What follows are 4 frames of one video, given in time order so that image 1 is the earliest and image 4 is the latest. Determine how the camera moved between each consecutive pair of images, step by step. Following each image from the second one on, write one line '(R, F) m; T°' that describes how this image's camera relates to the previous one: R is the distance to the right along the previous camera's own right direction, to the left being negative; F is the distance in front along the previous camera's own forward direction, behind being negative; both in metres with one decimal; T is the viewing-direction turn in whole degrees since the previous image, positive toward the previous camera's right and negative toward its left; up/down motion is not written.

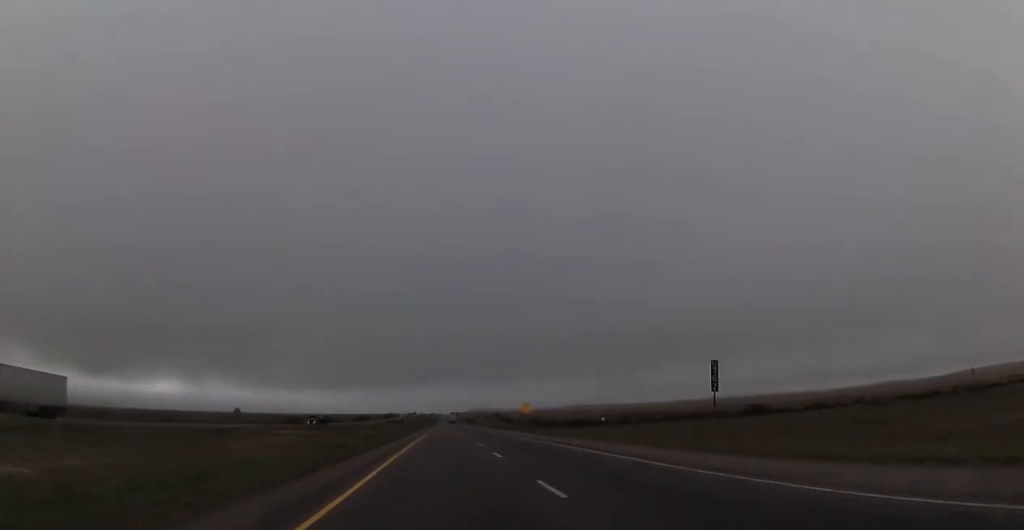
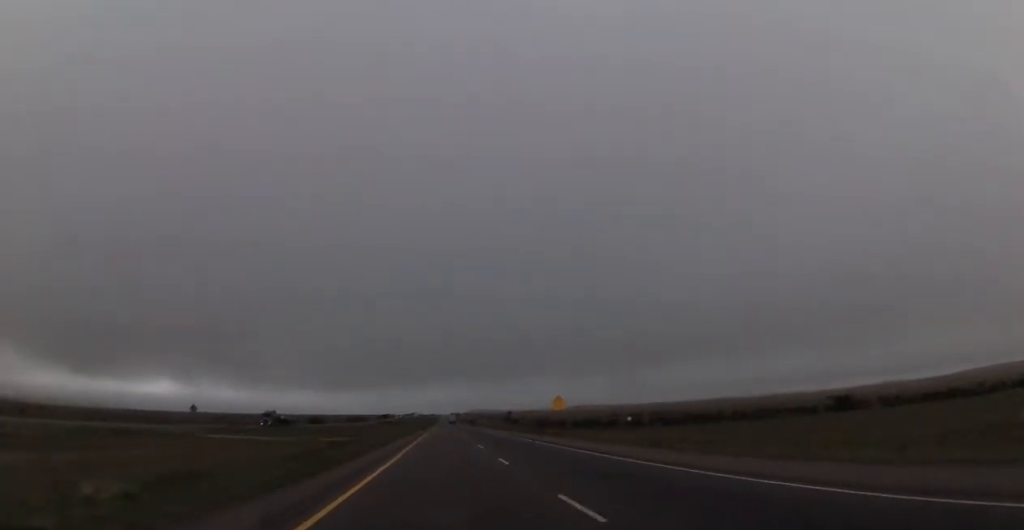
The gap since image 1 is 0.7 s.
(+0.1, +27.0) m; 0°
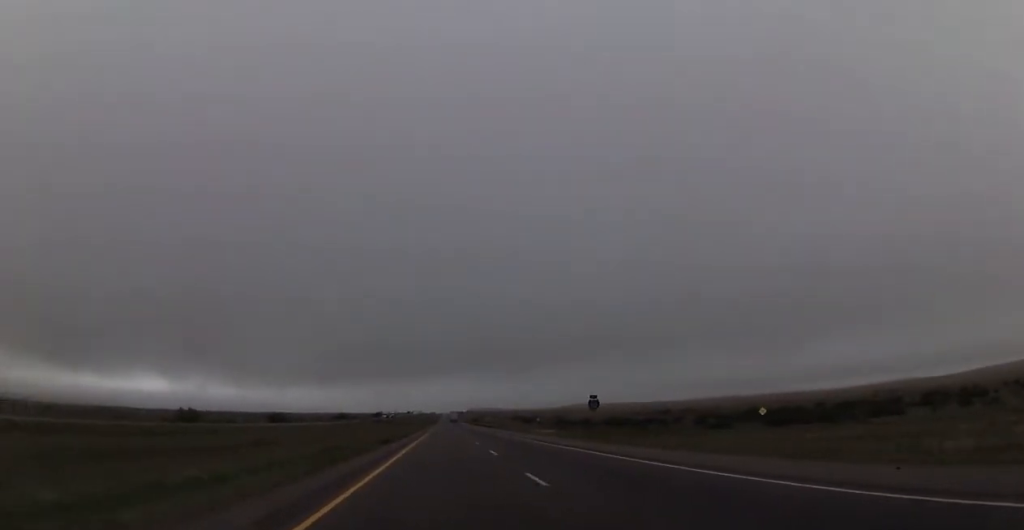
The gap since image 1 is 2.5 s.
(-0.2, +68.0) m; -1°
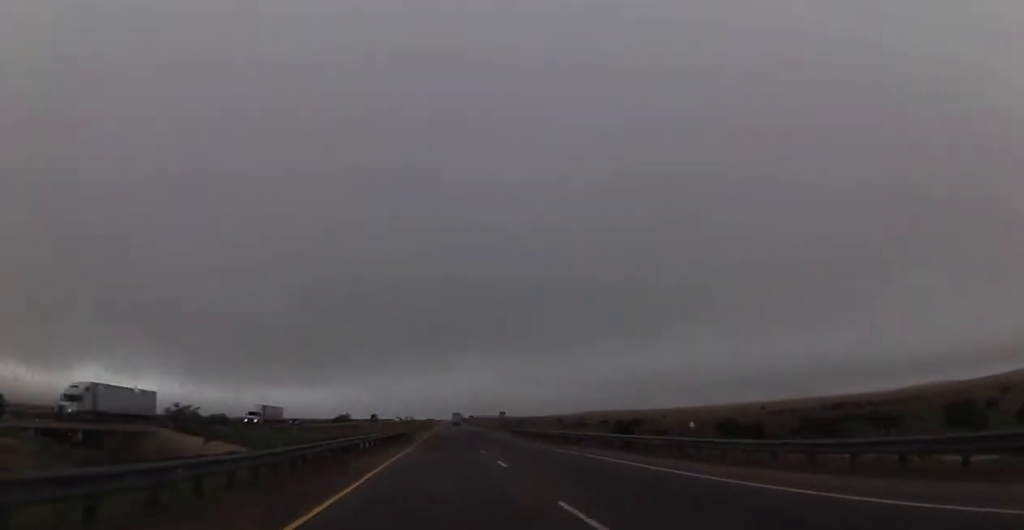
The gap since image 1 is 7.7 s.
(+0.9, +199.7) m; +1°
